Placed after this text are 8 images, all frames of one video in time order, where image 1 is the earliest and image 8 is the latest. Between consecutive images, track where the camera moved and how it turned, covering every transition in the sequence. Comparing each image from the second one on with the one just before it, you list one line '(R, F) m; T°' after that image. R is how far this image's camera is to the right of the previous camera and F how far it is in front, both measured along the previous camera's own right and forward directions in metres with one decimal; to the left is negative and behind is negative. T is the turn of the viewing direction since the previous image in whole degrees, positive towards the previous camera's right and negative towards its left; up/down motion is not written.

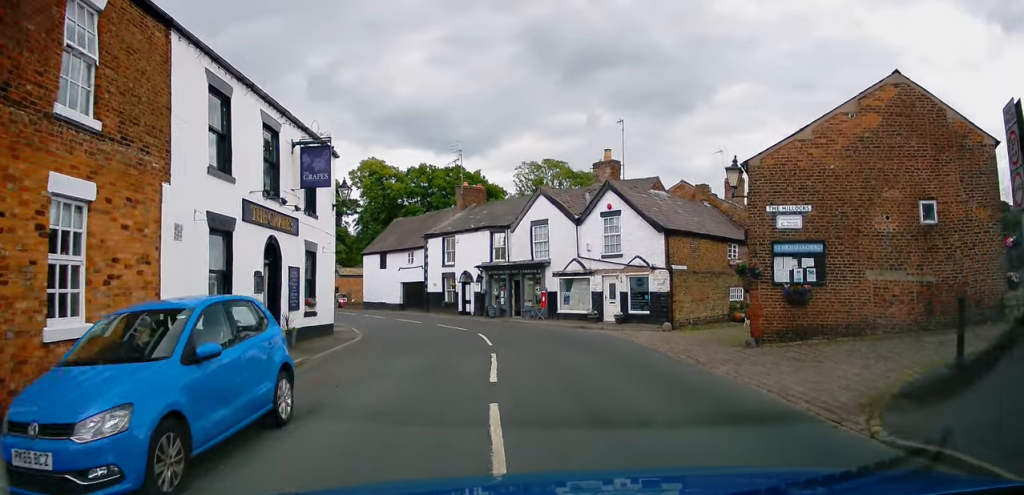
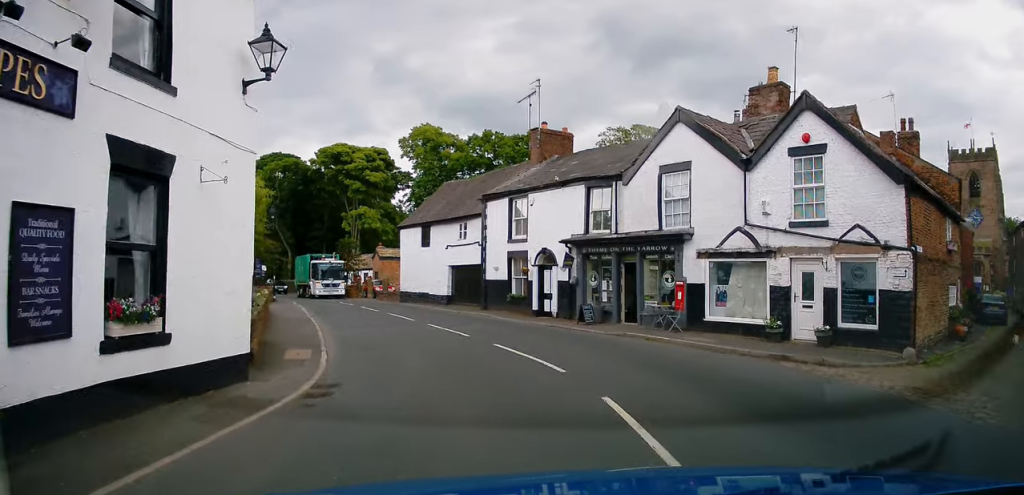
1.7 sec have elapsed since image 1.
(-0.5, +12.5) m; -5°
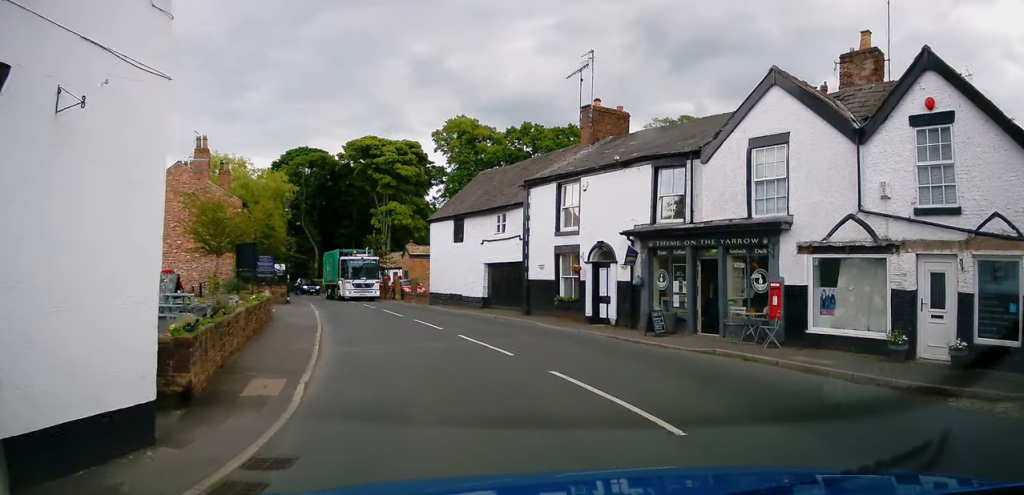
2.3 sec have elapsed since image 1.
(-0.1, +3.7) m; -4°
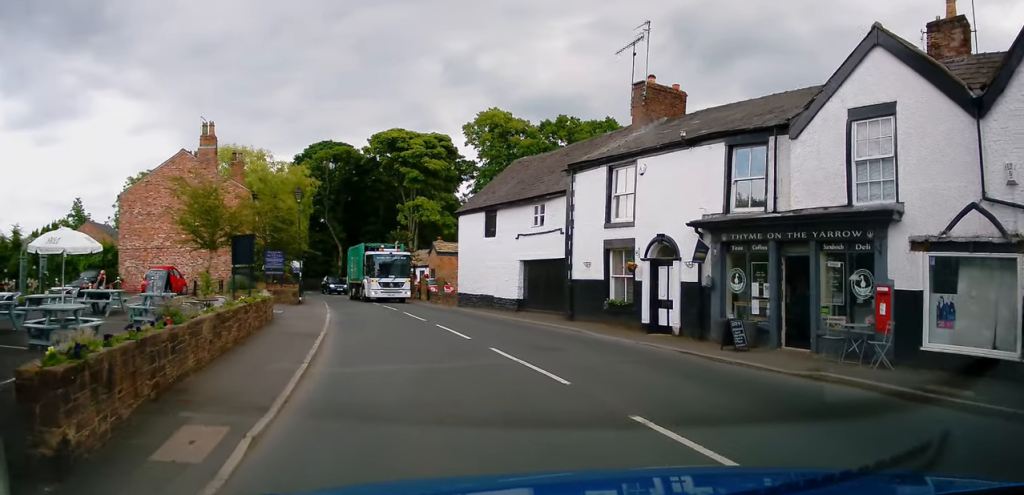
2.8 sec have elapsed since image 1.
(0.0, +3.1) m; -4°
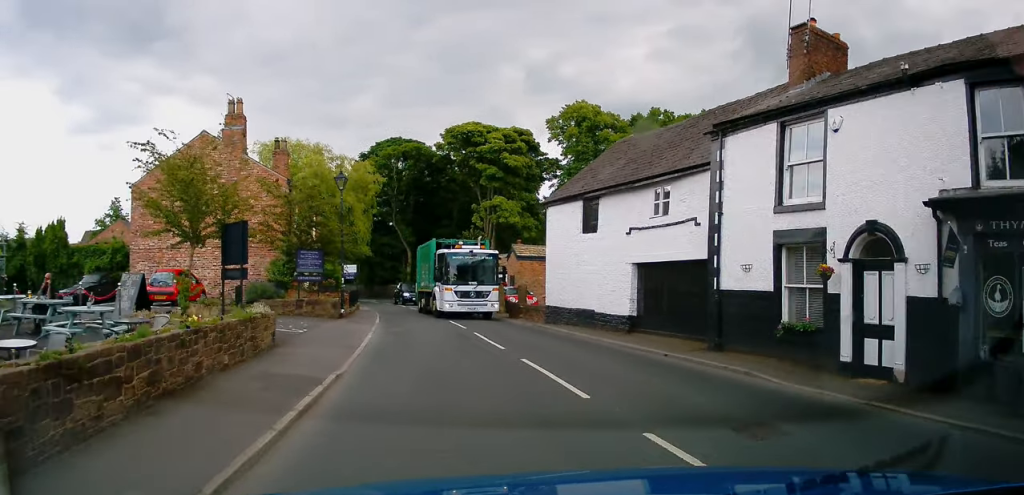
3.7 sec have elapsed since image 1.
(-0.6, +5.9) m; -10°
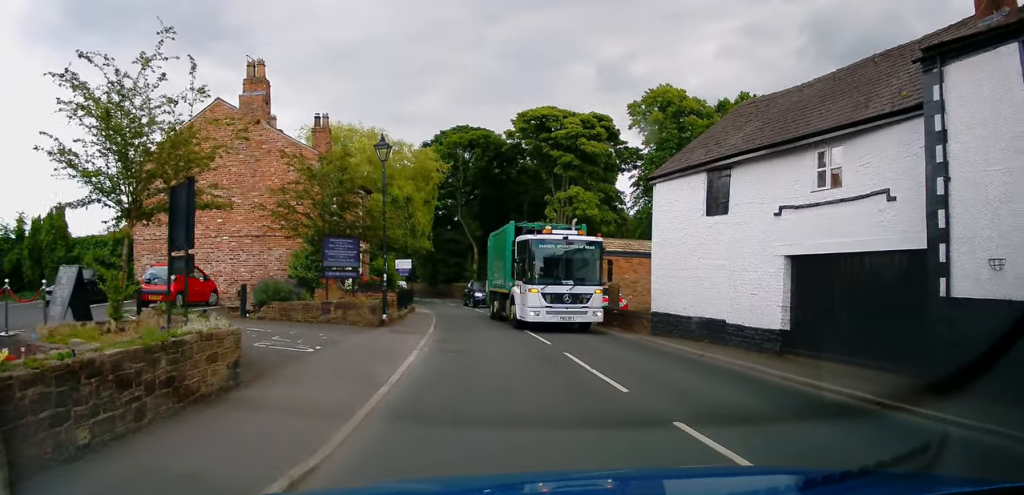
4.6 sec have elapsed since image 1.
(-0.4, +5.3) m; -4°
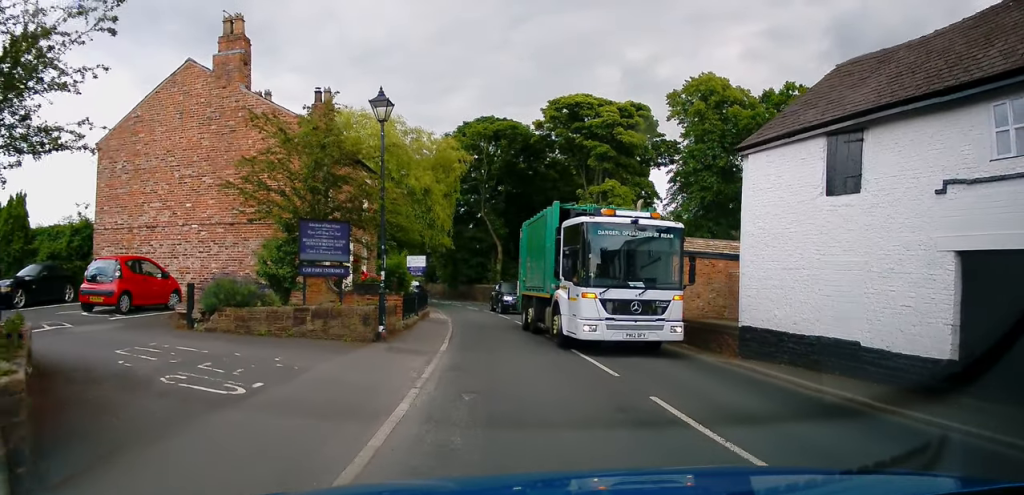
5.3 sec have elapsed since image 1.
(0.0, +4.3) m; 0°
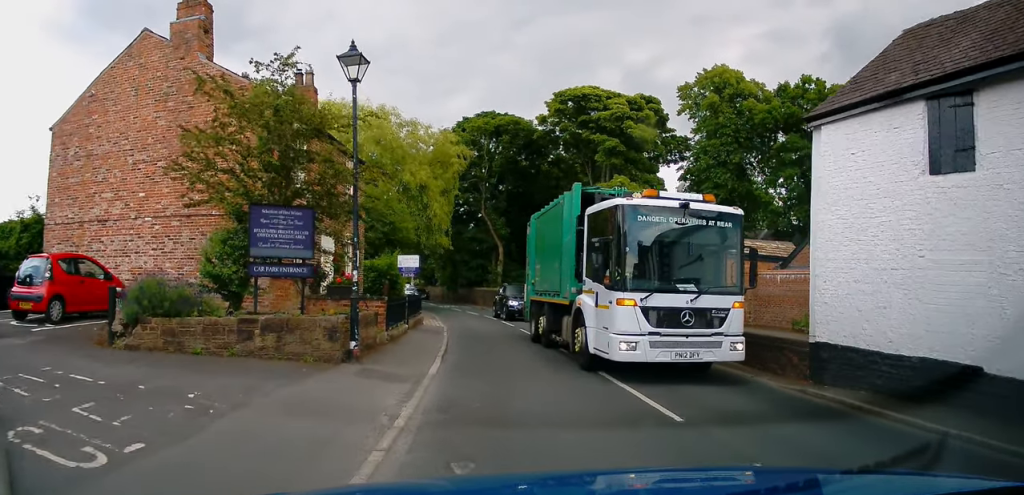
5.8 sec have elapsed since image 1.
(0.0, +3.0) m; 0°
